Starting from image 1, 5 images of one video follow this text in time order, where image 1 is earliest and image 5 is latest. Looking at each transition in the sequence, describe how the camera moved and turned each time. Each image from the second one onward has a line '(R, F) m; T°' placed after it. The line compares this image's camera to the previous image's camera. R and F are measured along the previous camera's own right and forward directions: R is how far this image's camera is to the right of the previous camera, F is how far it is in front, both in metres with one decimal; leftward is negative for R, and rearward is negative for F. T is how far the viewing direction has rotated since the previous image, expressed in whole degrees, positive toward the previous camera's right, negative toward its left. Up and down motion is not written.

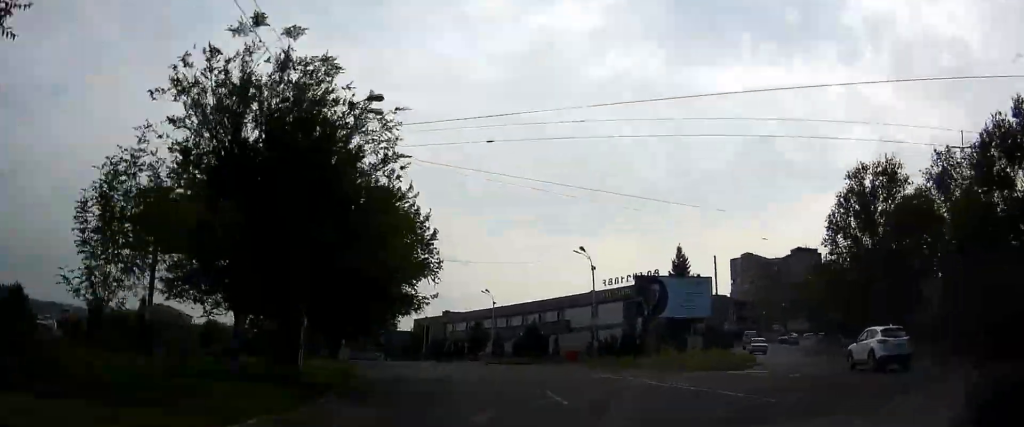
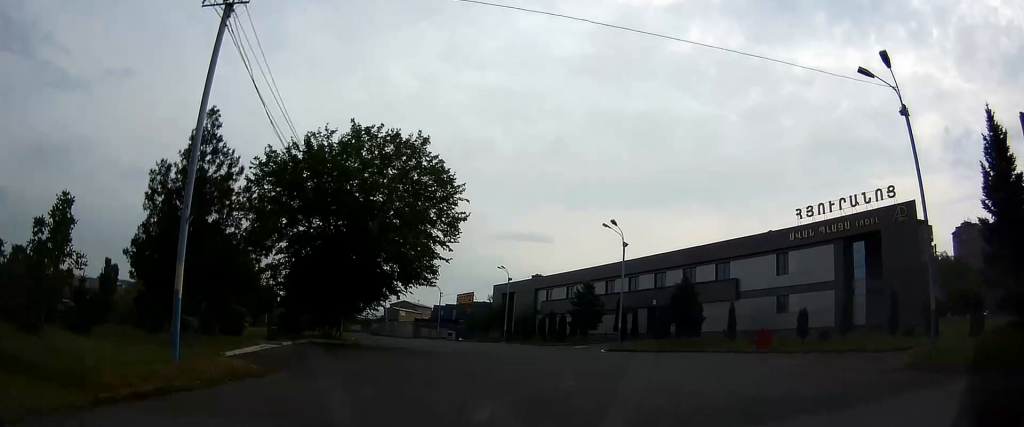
(-1.5, +33.0) m; -5°
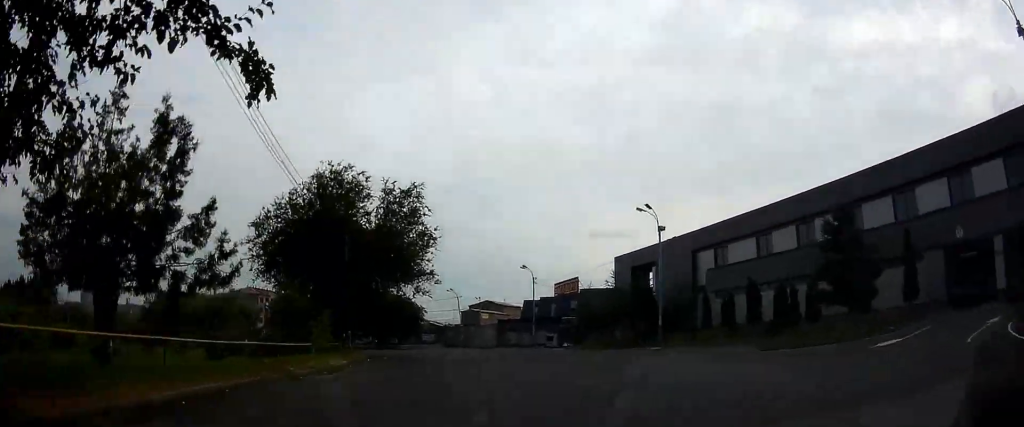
(-2.6, +35.3) m; -9°
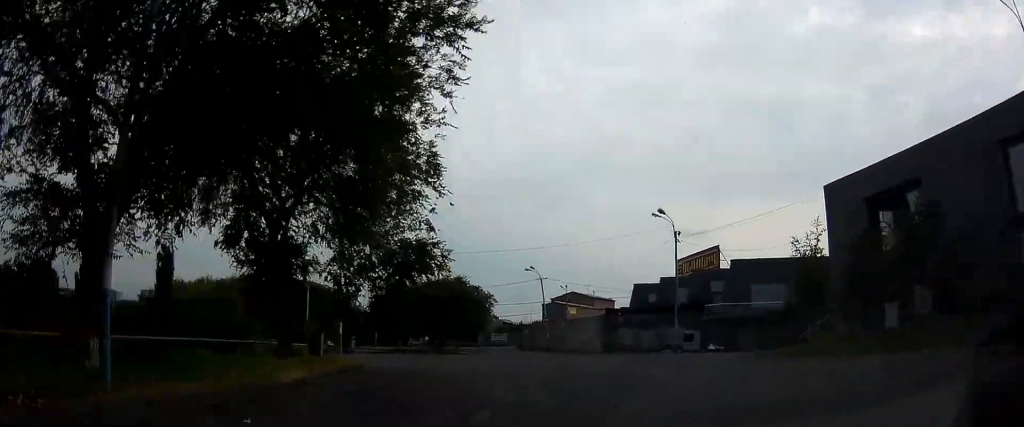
(-1.7, +30.7) m; -9°
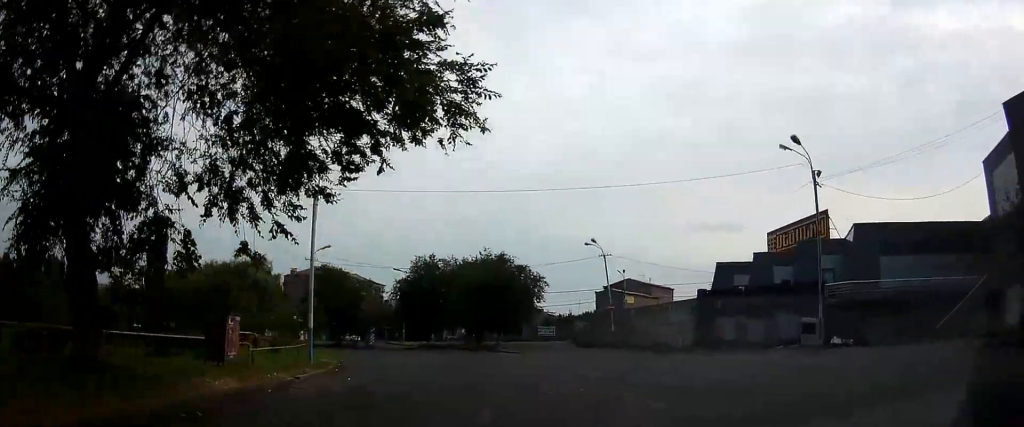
(-0.9, +14.3) m; -4°
